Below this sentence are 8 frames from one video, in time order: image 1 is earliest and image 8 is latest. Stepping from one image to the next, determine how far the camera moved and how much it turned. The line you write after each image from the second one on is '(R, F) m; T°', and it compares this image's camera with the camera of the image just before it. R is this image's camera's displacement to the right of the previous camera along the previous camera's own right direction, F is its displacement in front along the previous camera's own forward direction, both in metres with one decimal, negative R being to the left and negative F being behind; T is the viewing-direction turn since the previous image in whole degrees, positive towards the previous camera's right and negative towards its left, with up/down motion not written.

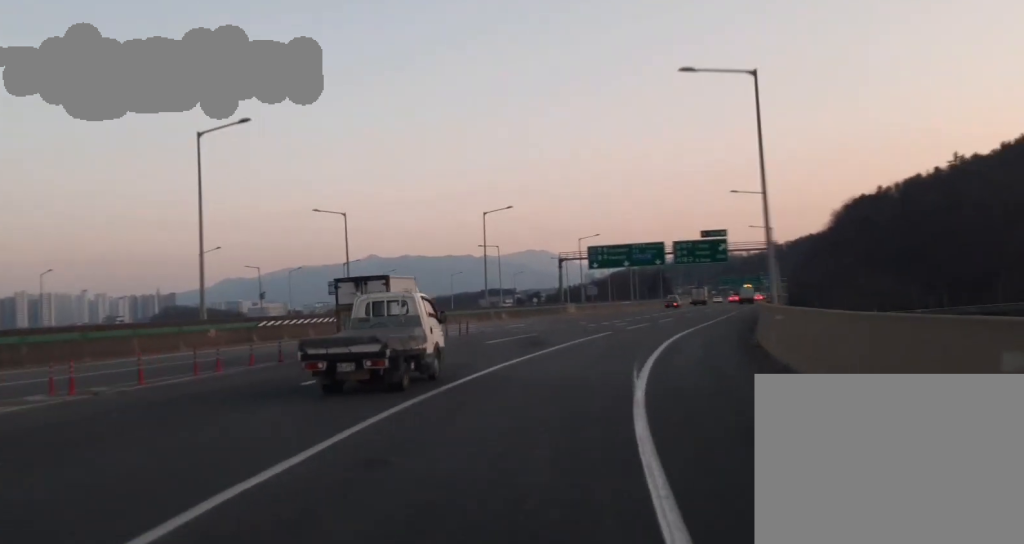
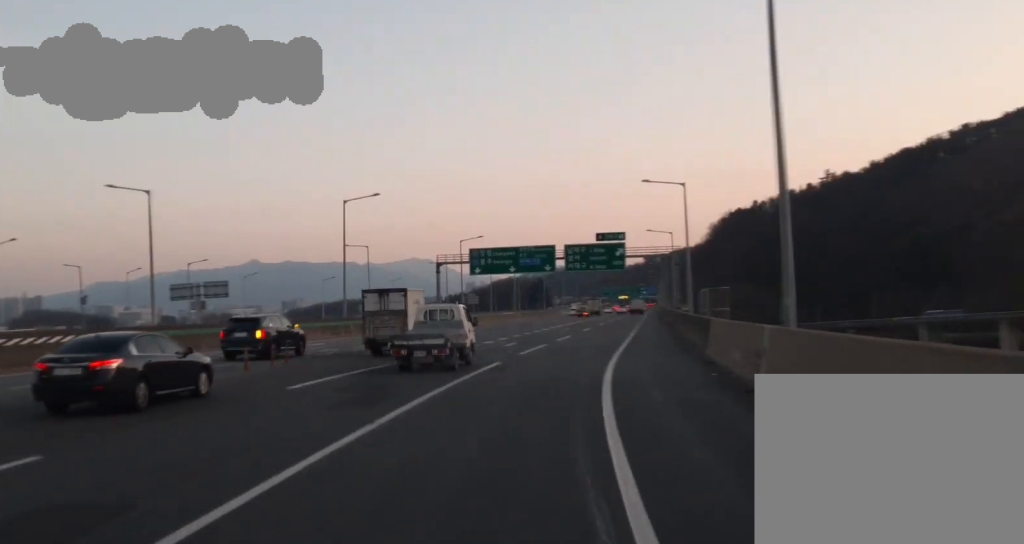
(+1.1, +16.6) m; +7°
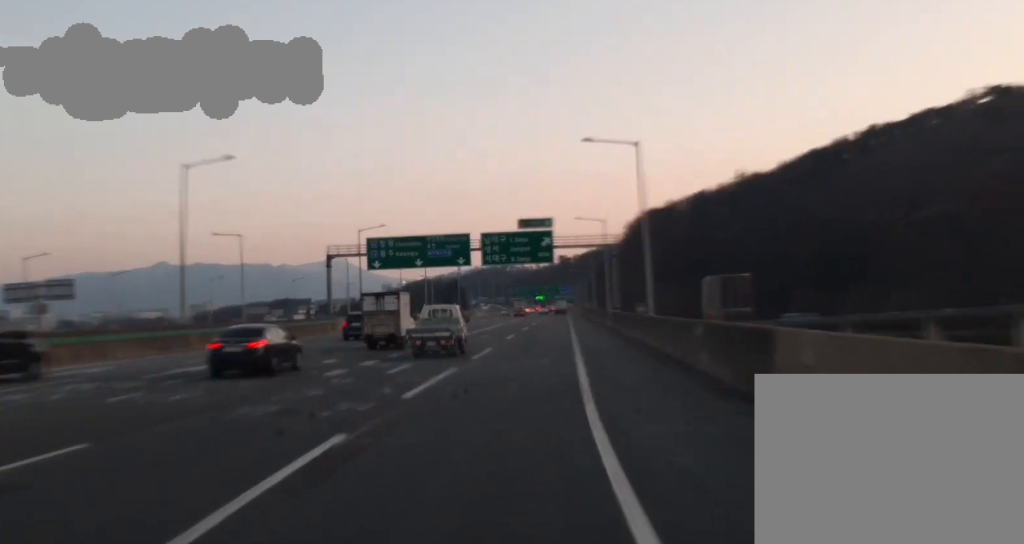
(+0.9, +17.6) m; +5°
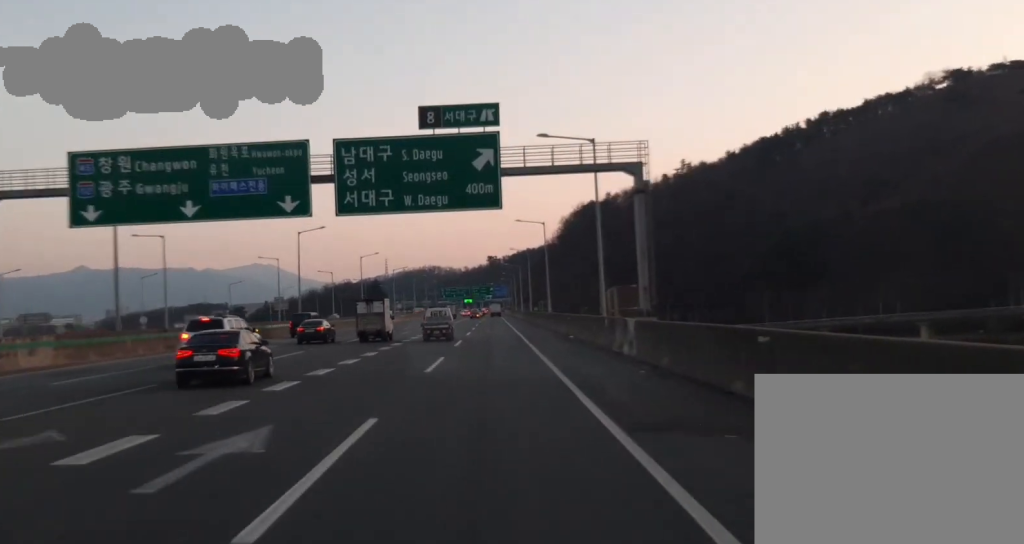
(+3.1, +44.9) m; +5°
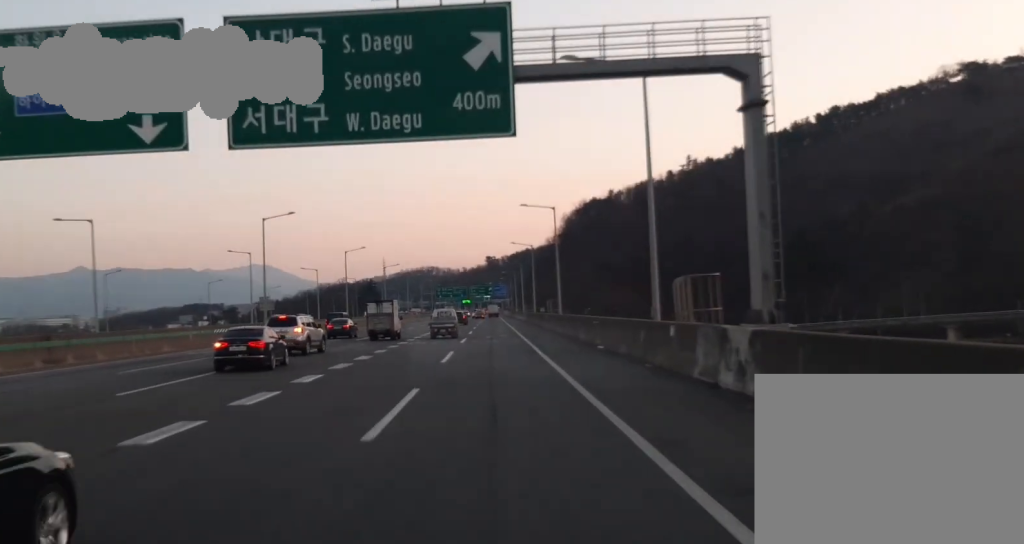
(0.0, +14.3) m; +1°
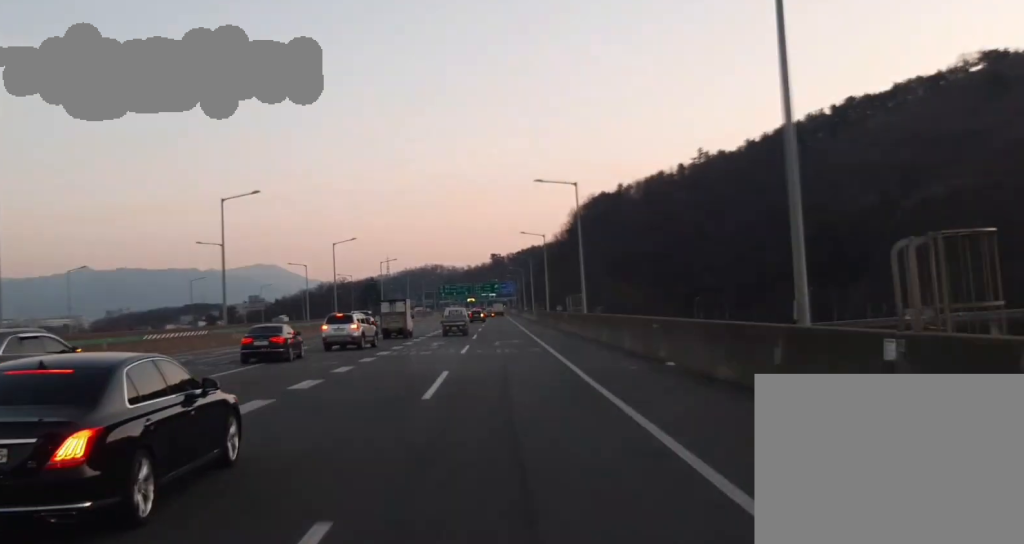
(0.0, +13.1) m; 0°
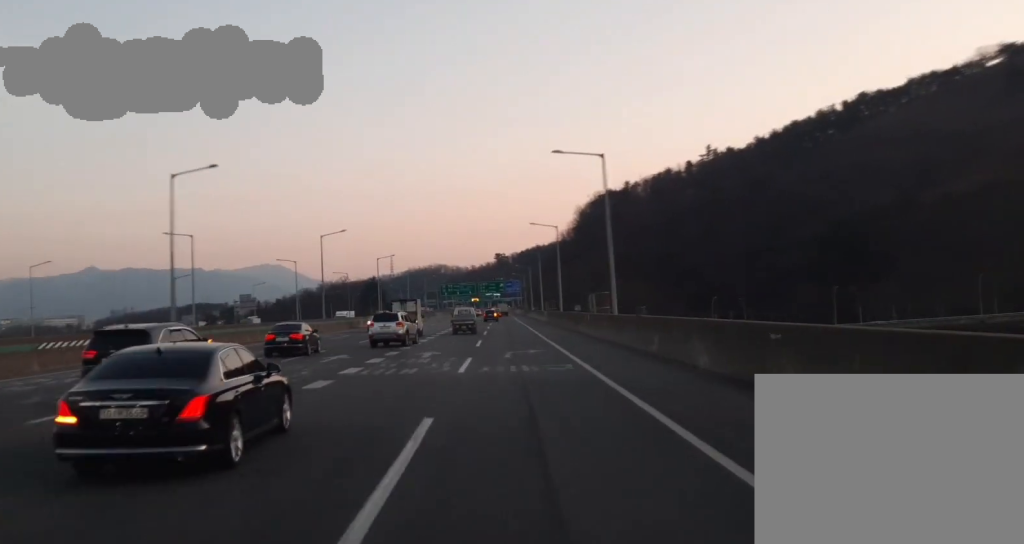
(+0.2, +12.0) m; 0°
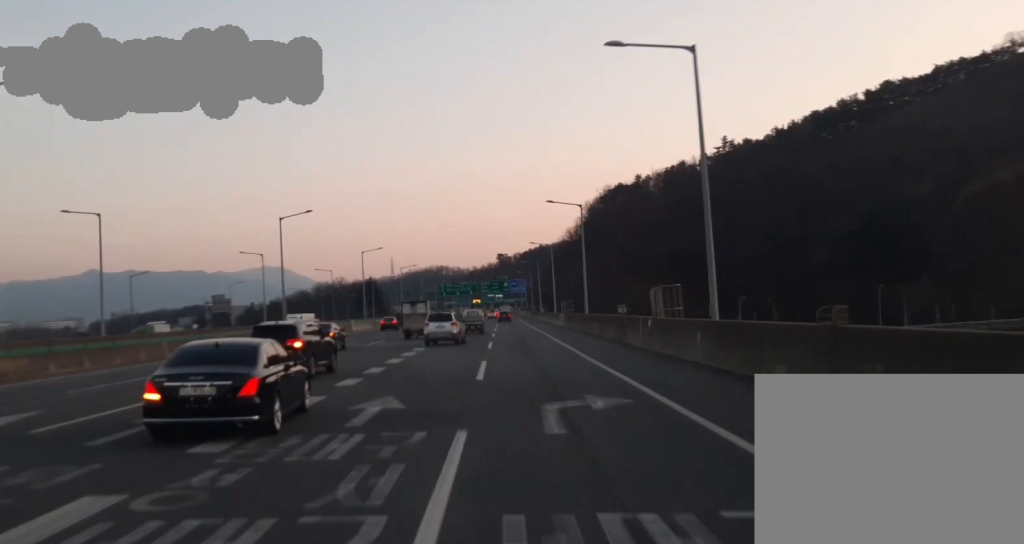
(0.0, +19.3) m; -1°
